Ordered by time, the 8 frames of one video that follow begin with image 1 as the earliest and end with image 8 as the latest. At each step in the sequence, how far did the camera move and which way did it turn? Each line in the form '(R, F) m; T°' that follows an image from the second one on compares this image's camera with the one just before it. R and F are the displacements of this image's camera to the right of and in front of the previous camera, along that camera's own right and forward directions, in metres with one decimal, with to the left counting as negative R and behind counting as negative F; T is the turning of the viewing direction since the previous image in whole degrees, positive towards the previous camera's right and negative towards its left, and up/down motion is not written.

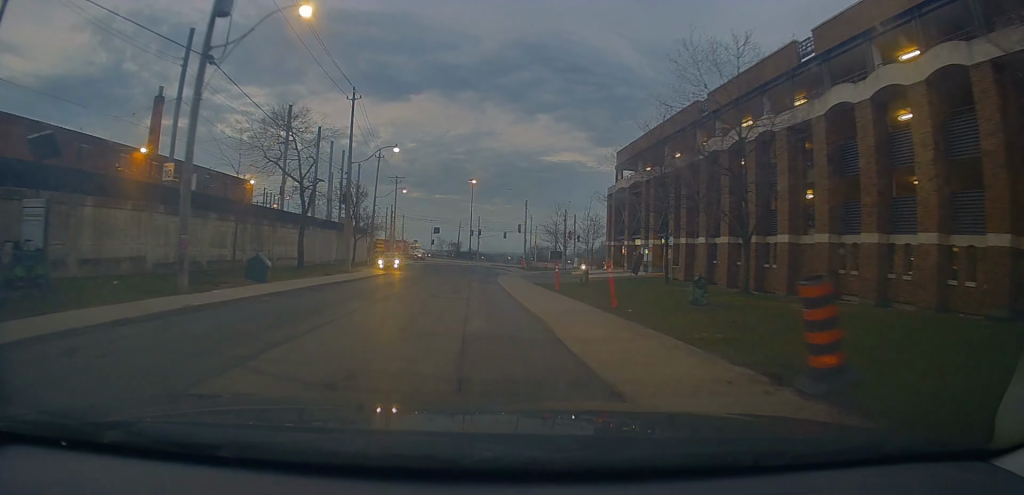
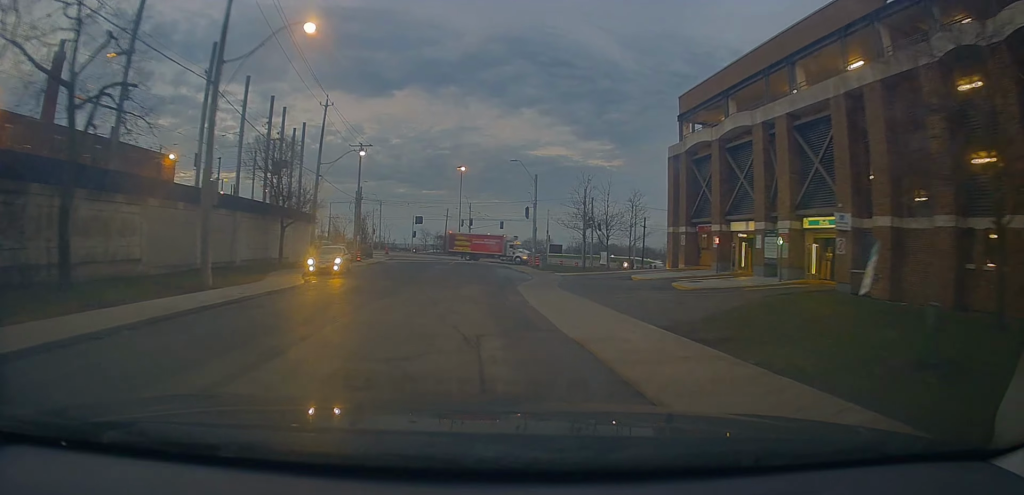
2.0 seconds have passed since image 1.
(+0.3, +19.4) m; 0°
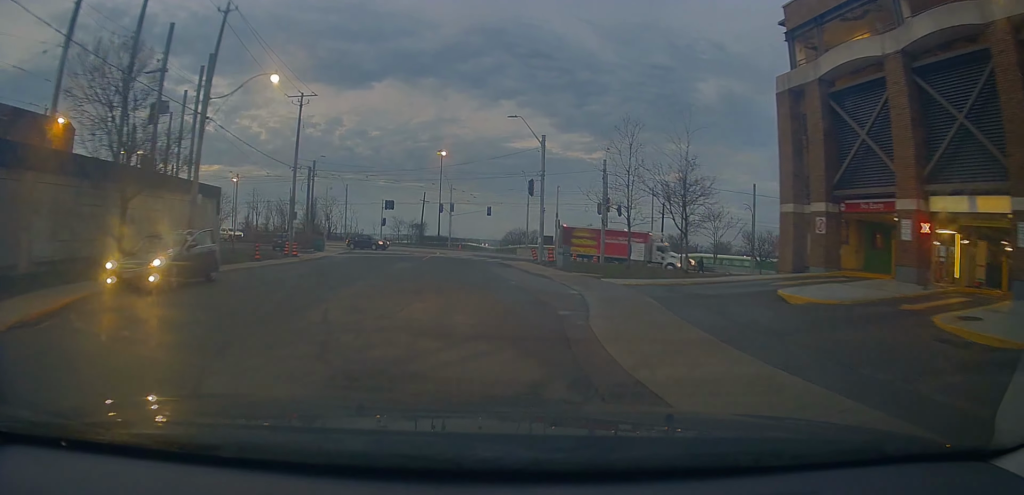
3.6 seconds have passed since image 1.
(+0.4, +16.3) m; +3°
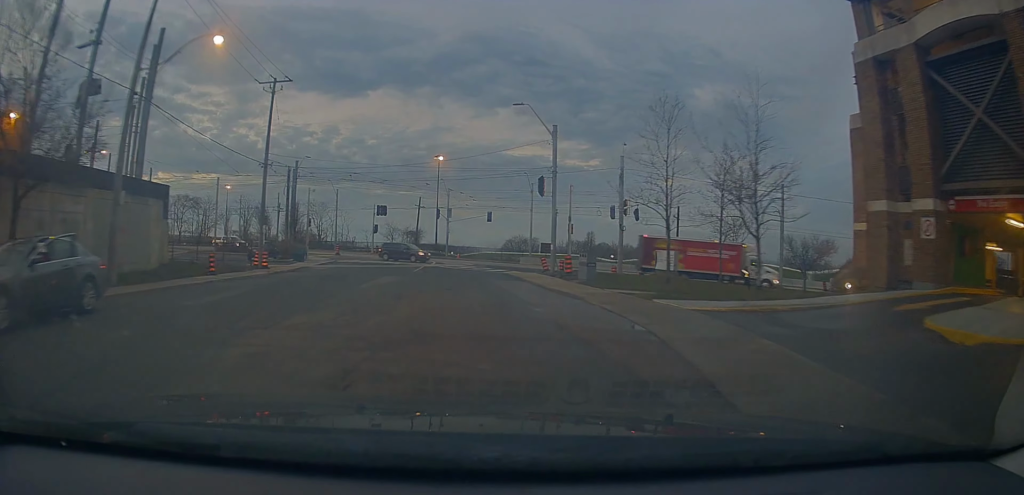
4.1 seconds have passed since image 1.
(0.0, +6.1) m; +1°
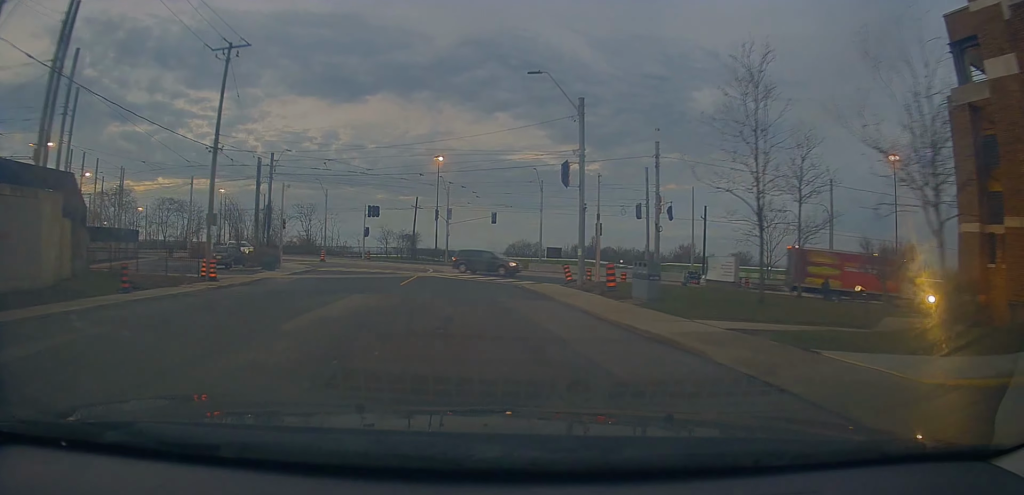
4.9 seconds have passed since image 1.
(+0.1, +8.1) m; +1°
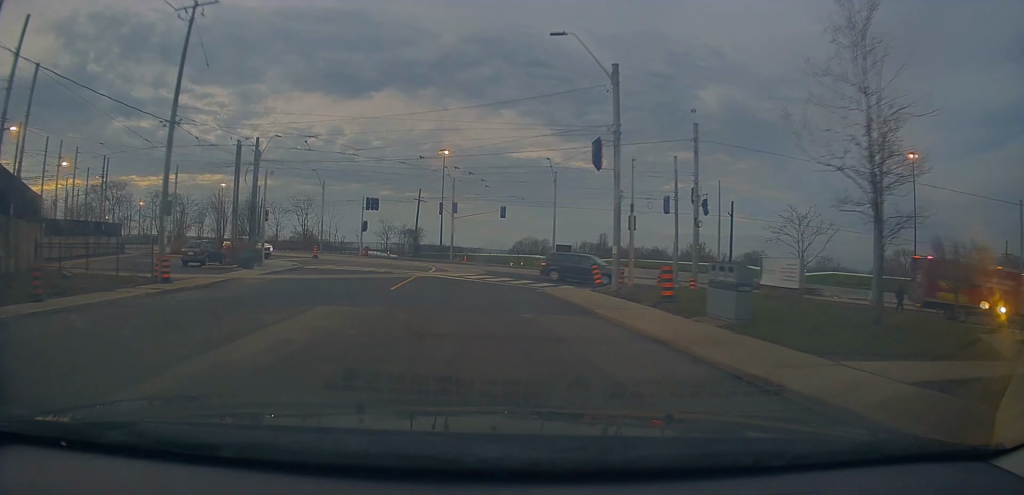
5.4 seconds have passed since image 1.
(0.0, +5.4) m; -2°
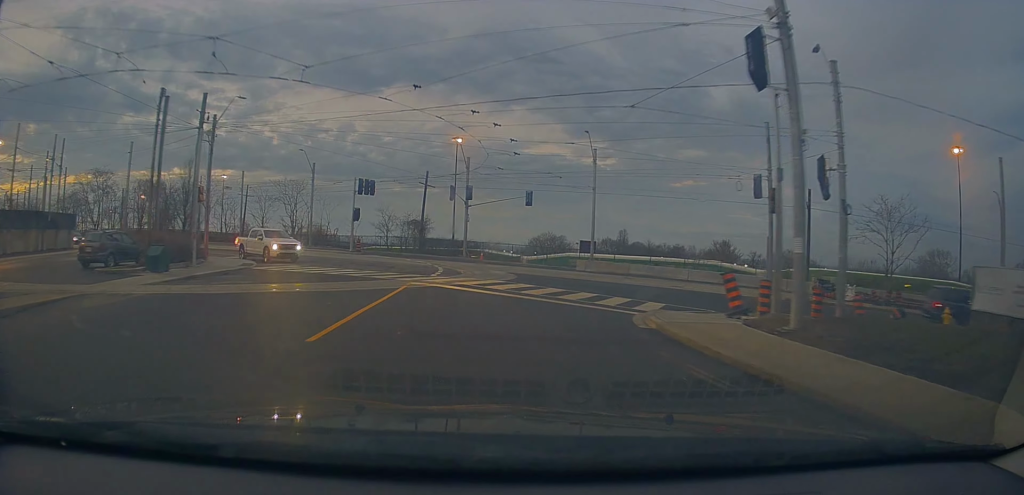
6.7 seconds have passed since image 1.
(-0.6, +12.4) m; -3°
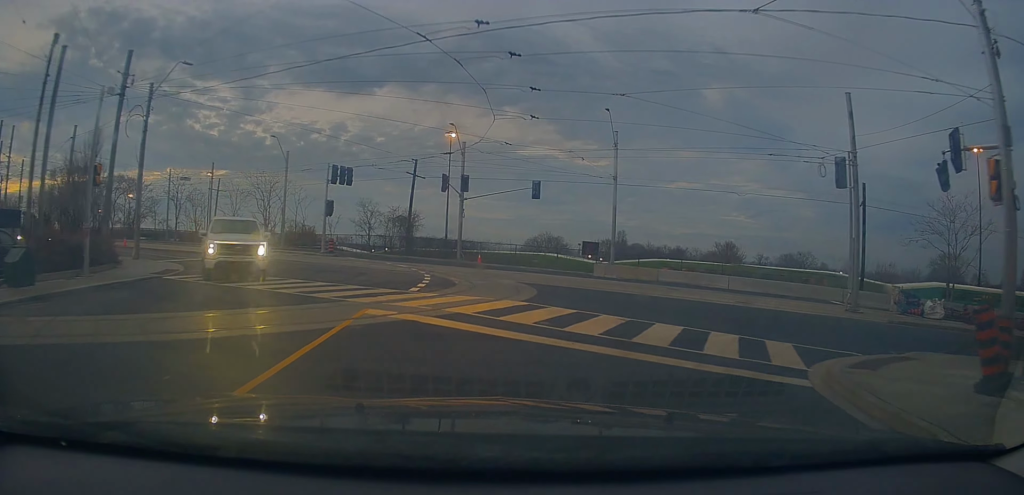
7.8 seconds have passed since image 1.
(+0.3, +8.8) m; +2°
